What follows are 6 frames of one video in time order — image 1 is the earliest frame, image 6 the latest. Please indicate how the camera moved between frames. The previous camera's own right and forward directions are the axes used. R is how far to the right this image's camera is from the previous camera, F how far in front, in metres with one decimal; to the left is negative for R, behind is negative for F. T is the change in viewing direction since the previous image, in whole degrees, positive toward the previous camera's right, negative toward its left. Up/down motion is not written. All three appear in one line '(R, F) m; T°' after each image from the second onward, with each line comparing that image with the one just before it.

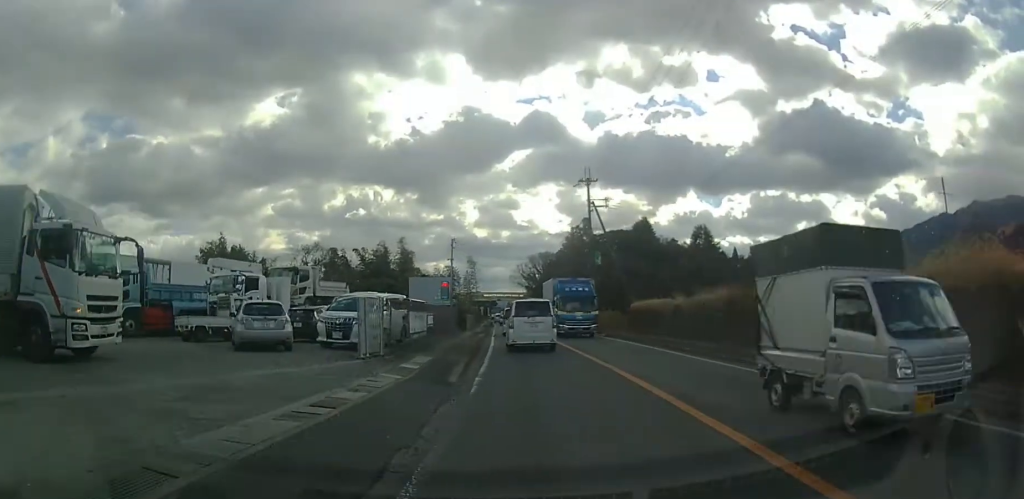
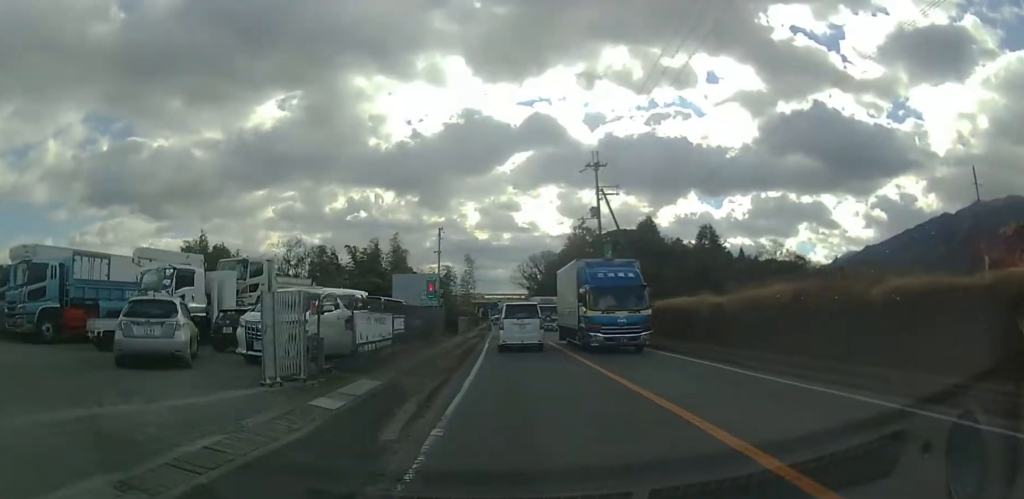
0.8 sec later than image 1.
(0.0, +5.4) m; 0°
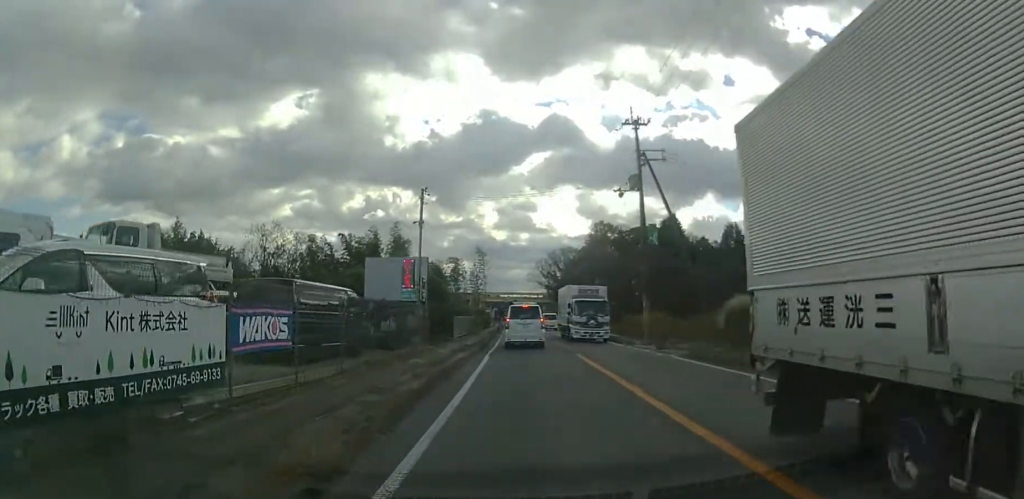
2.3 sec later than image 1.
(0.0, +9.8) m; 0°
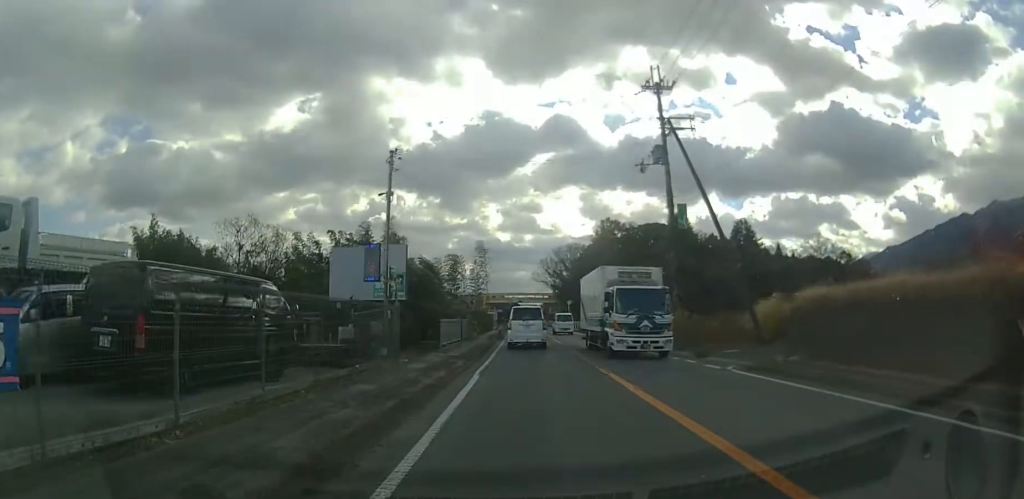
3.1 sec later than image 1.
(0.0, +5.4) m; 0°
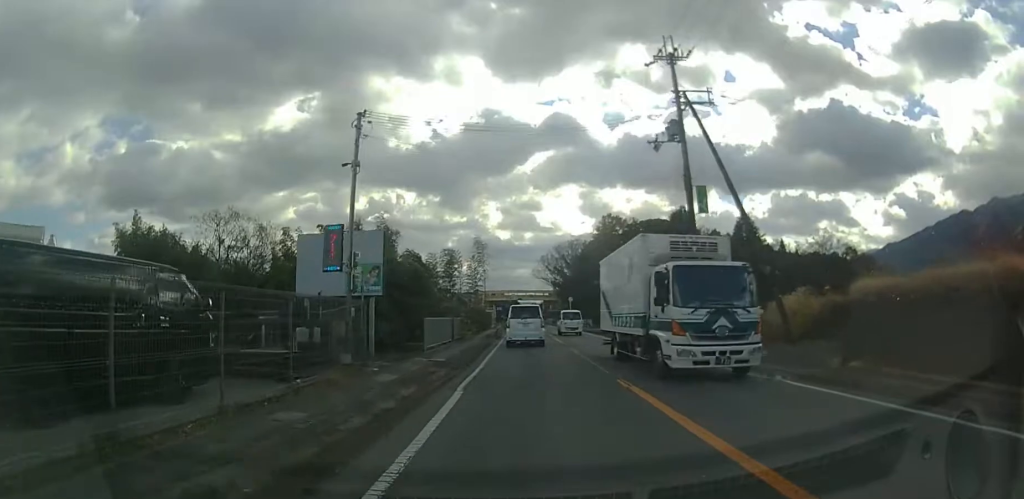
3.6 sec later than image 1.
(0.0, +3.3) m; 0°
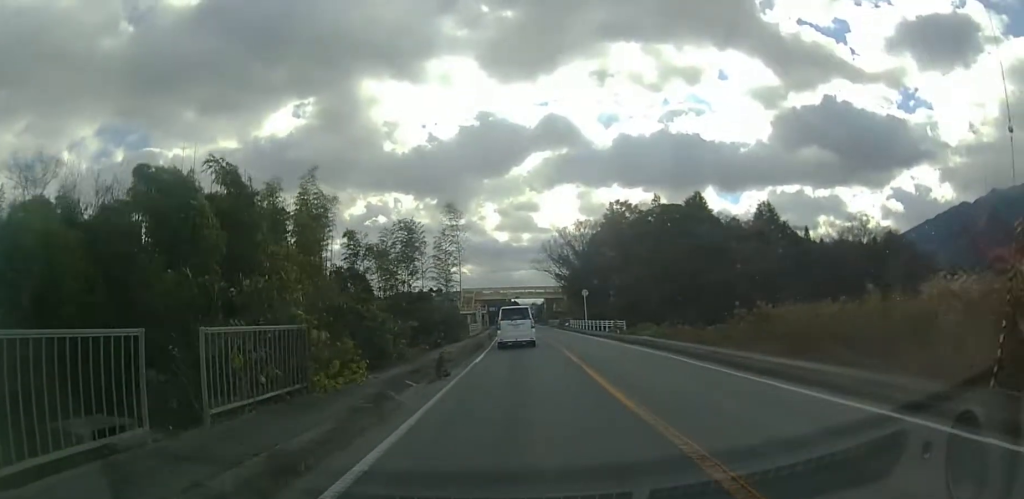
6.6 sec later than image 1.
(-0.4, +19.4) m; -3°
